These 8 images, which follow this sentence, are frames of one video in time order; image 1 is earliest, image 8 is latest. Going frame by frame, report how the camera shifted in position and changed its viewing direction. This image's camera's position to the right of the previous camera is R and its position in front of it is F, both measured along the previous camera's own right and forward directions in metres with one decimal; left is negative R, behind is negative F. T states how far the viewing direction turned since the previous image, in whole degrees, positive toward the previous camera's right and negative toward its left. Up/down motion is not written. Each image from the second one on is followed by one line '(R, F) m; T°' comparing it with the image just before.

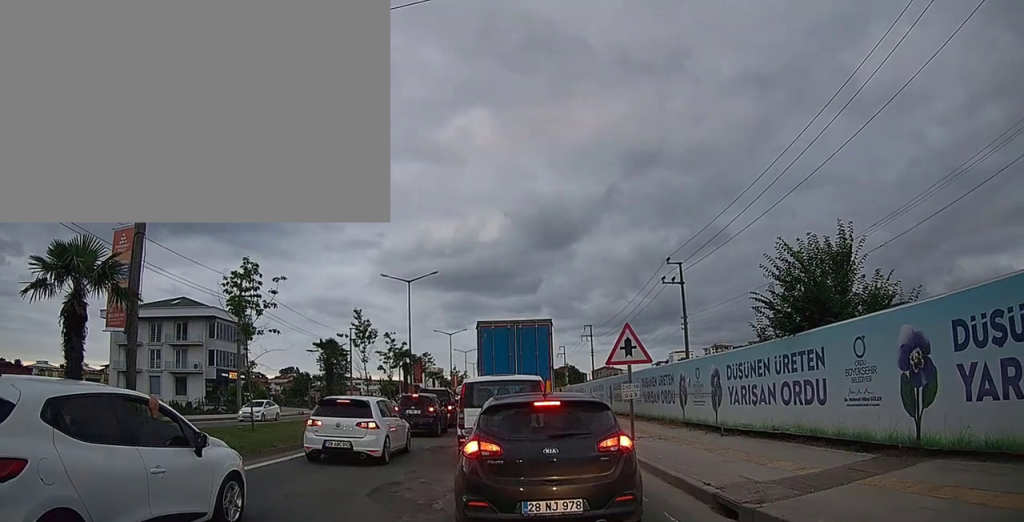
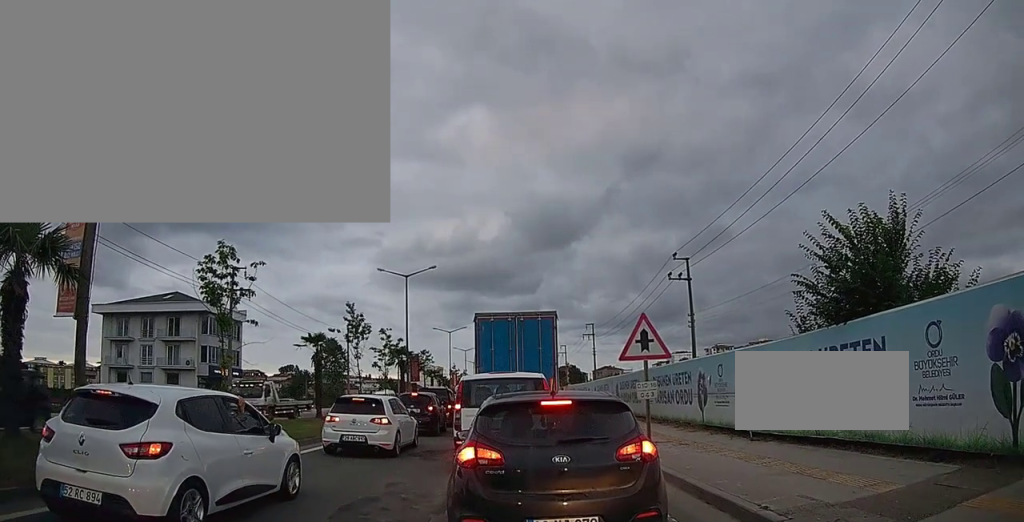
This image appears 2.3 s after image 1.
(-0.3, +5.3) m; -2°
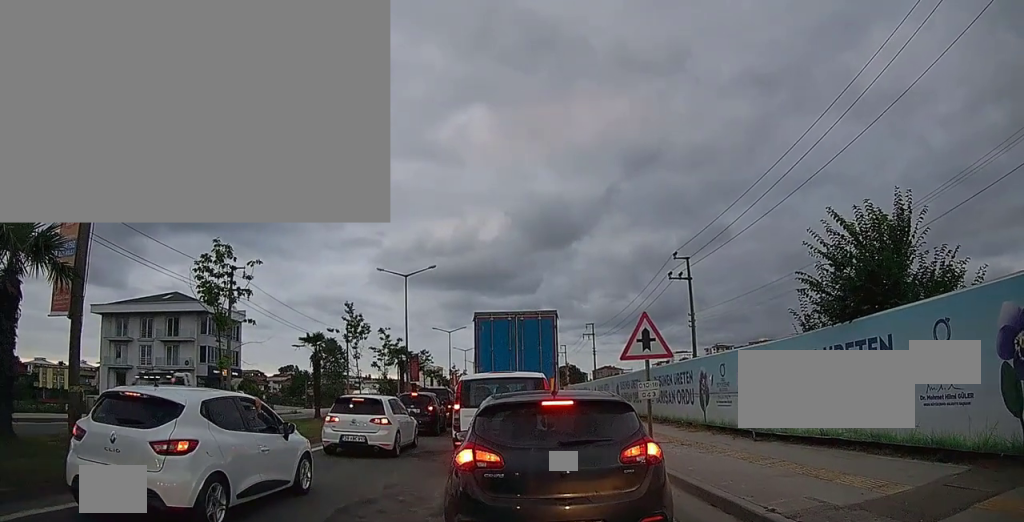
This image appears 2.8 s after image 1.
(0.0, +1.1) m; 0°
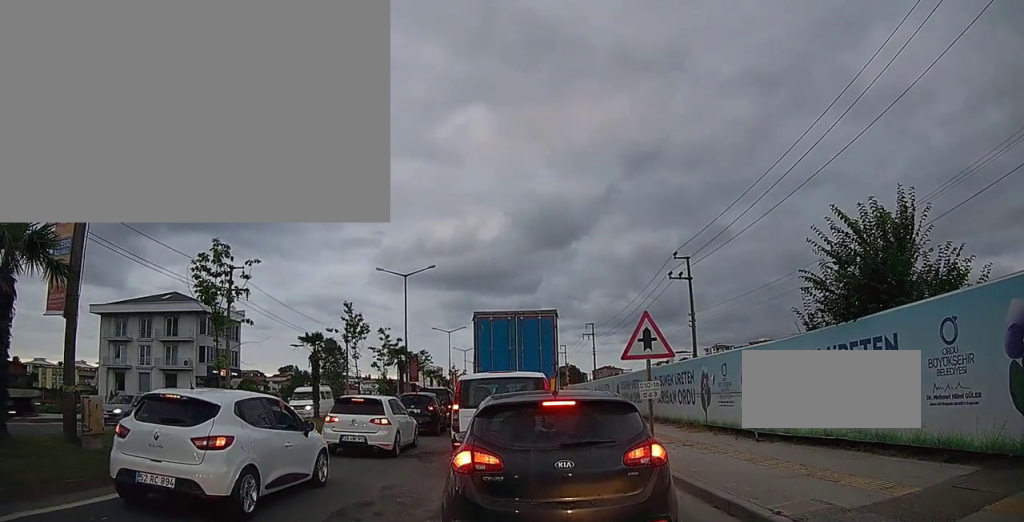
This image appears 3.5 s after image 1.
(0.0, +1.2) m; 0°
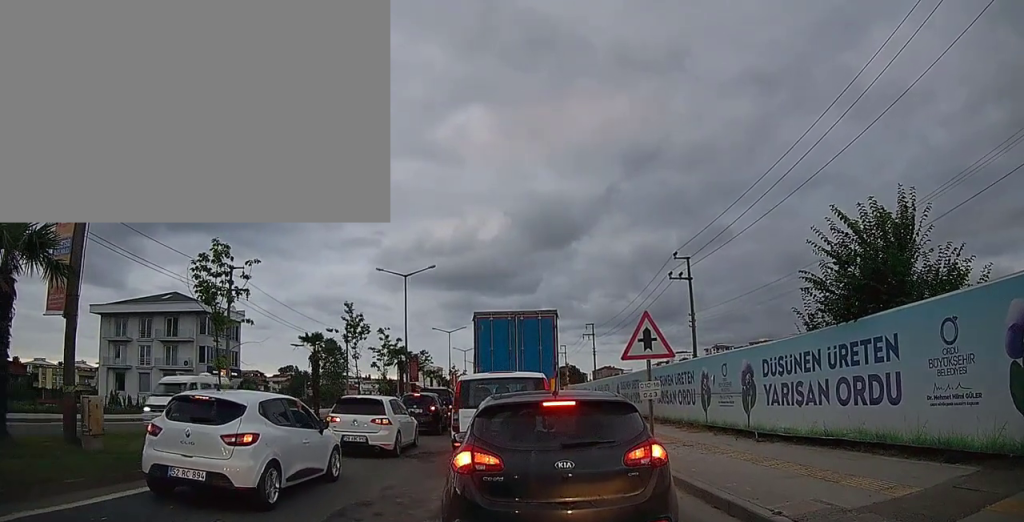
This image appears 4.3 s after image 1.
(0.0, +0.3) m; 0°
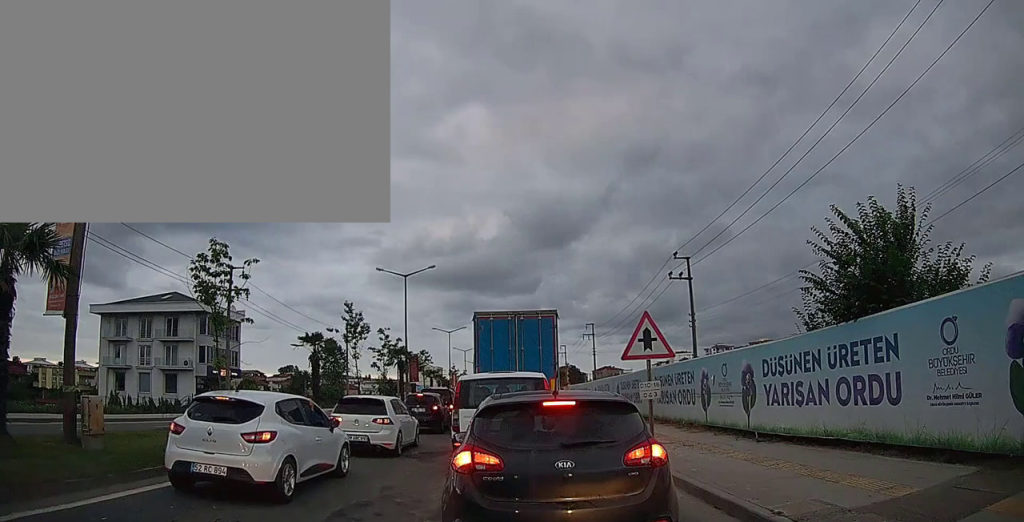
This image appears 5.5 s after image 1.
(0.0, 0.0) m; 0°
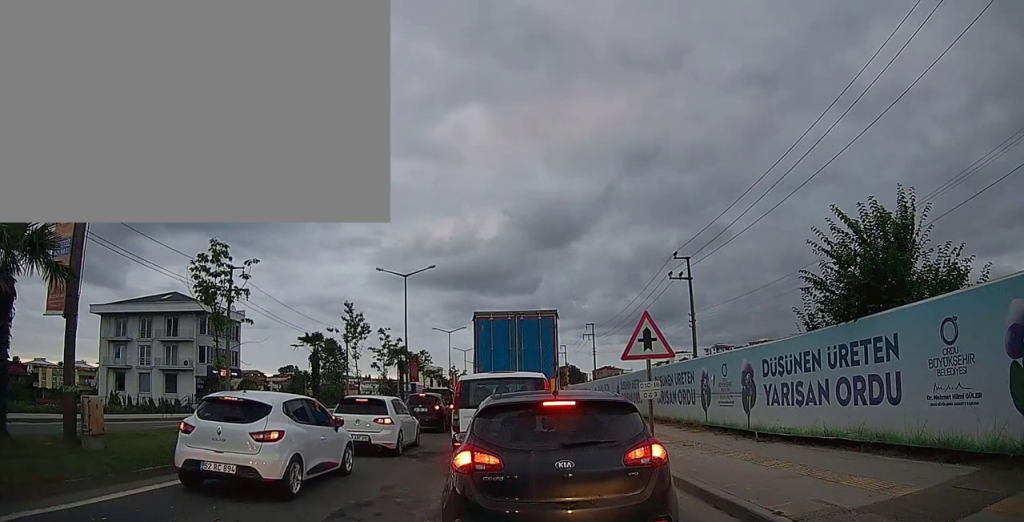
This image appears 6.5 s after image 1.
(0.0, 0.0) m; 0°
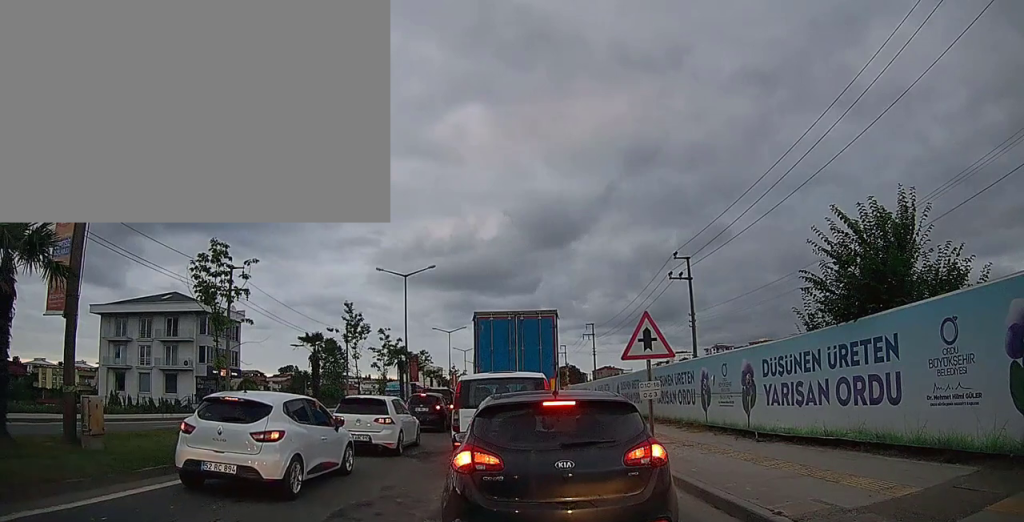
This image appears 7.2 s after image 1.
(0.0, 0.0) m; 0°
